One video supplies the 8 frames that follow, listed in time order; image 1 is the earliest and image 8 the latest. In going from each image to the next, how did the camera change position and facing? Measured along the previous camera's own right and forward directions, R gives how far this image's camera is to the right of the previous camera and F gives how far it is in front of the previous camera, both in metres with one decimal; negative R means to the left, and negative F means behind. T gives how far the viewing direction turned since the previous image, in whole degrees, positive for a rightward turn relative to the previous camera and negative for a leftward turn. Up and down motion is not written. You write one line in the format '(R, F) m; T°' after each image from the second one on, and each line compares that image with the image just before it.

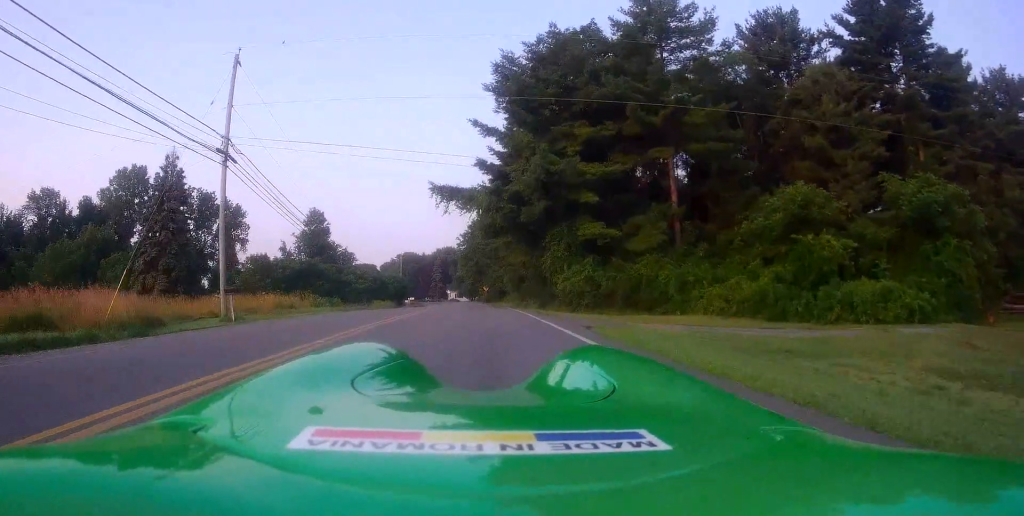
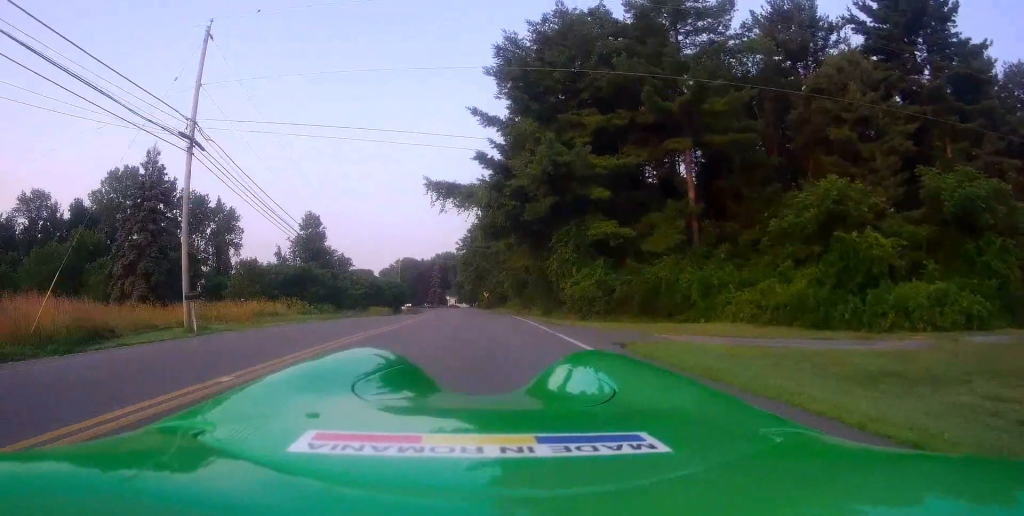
(-0.1, +2.8) m; -3°
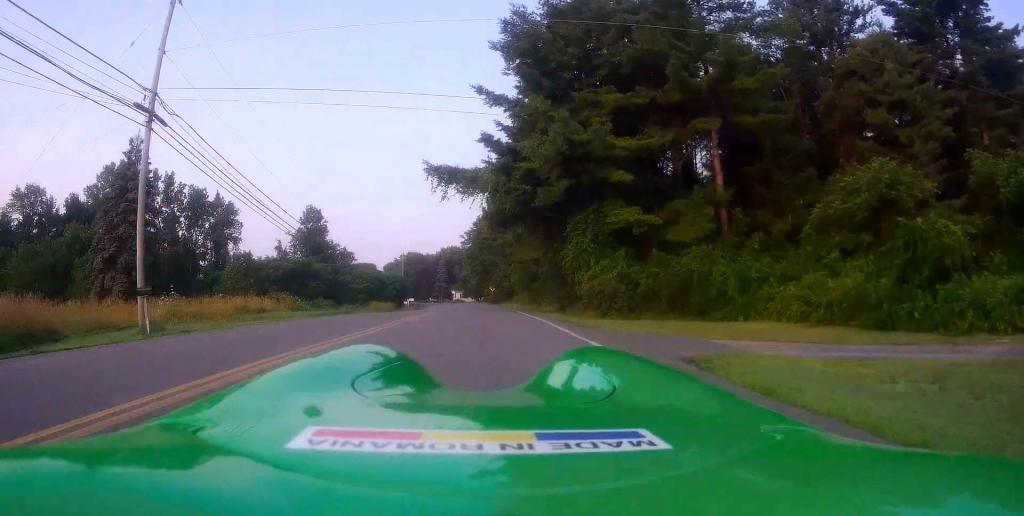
(-0.1, +3.1) m; -3°
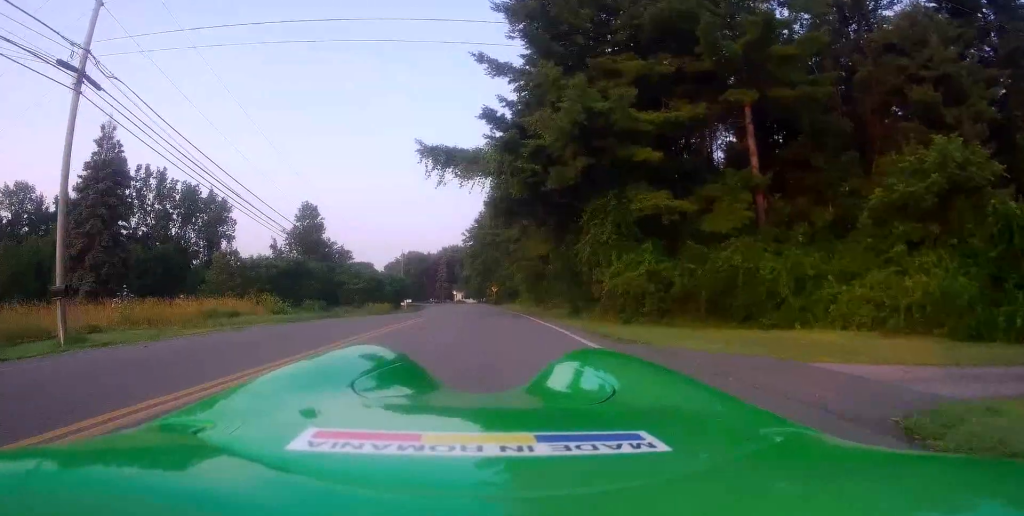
(-0.2, +3.9) m; +1°
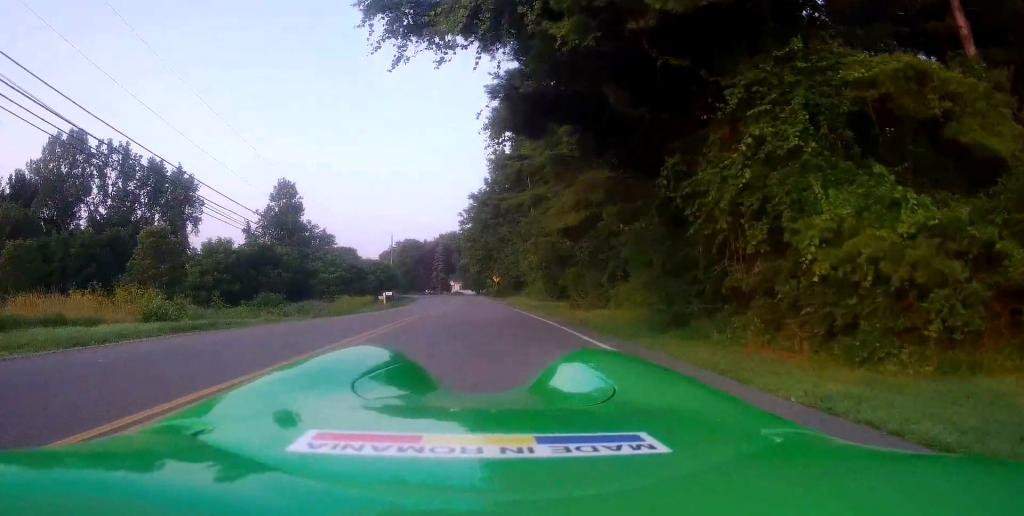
(+1.1, +12.7) m; +6°
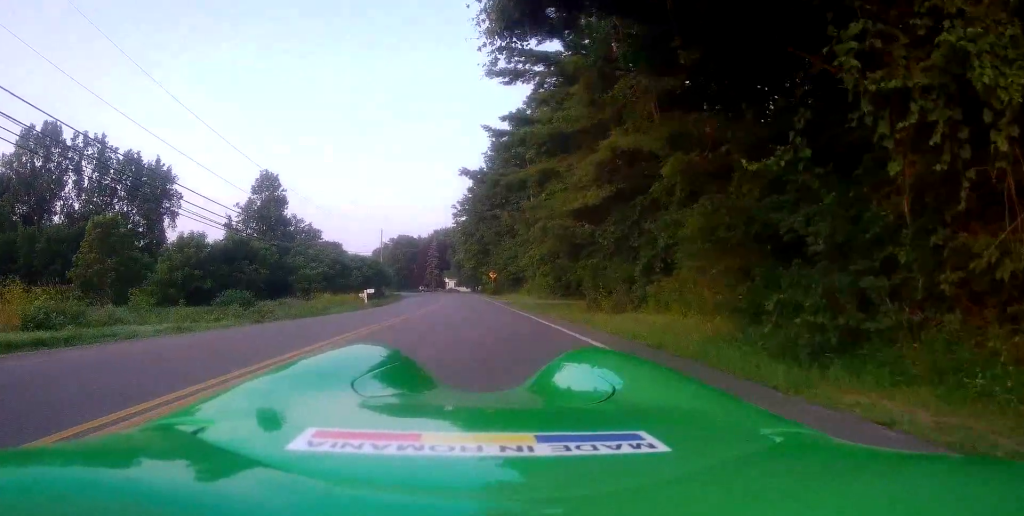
(-0.2, +5.8) m; -2°
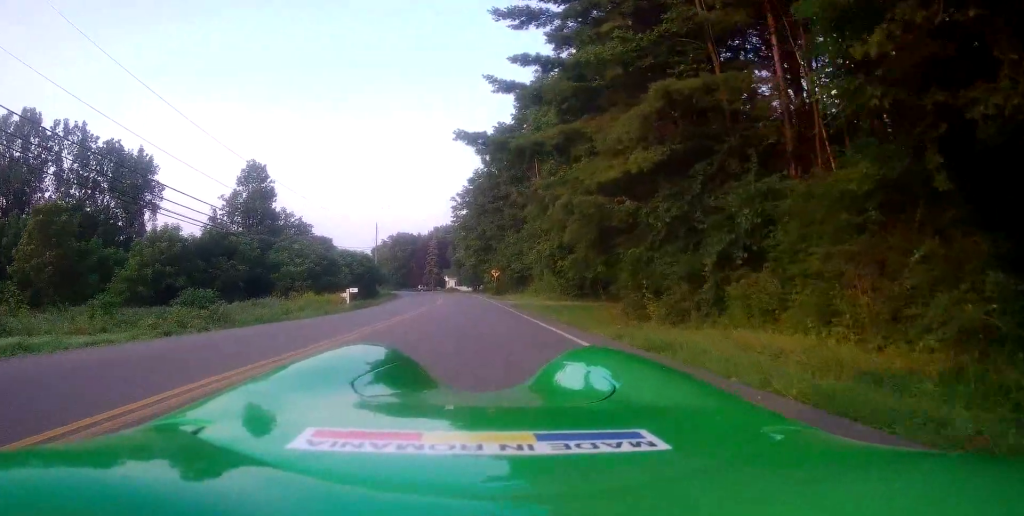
(0.0, +5.9) m; +1°
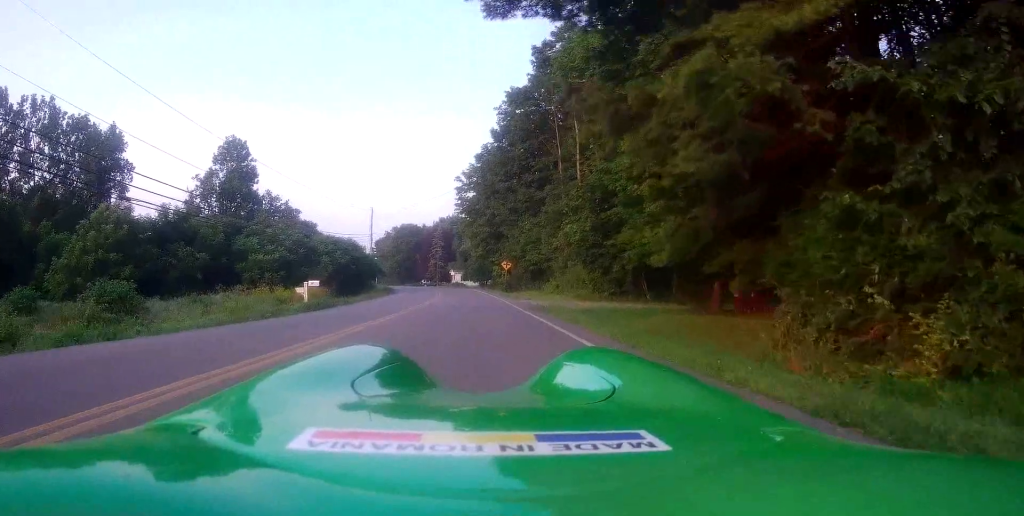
(+0.1, +9.9) m; +1°
